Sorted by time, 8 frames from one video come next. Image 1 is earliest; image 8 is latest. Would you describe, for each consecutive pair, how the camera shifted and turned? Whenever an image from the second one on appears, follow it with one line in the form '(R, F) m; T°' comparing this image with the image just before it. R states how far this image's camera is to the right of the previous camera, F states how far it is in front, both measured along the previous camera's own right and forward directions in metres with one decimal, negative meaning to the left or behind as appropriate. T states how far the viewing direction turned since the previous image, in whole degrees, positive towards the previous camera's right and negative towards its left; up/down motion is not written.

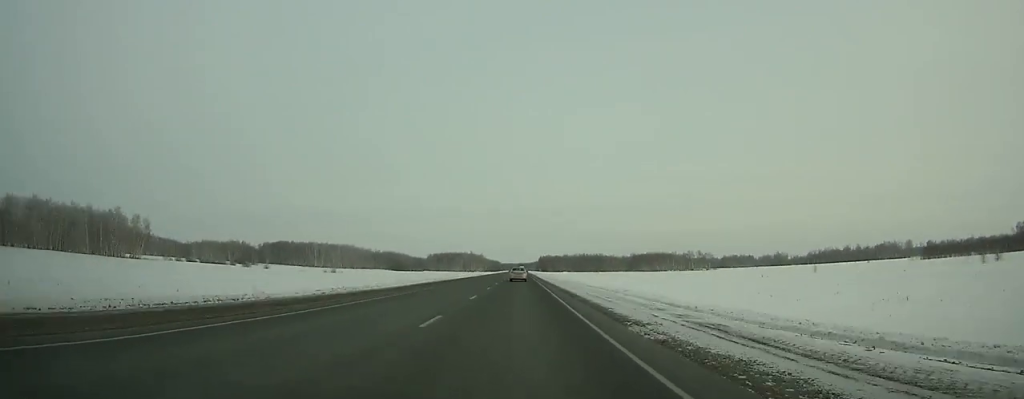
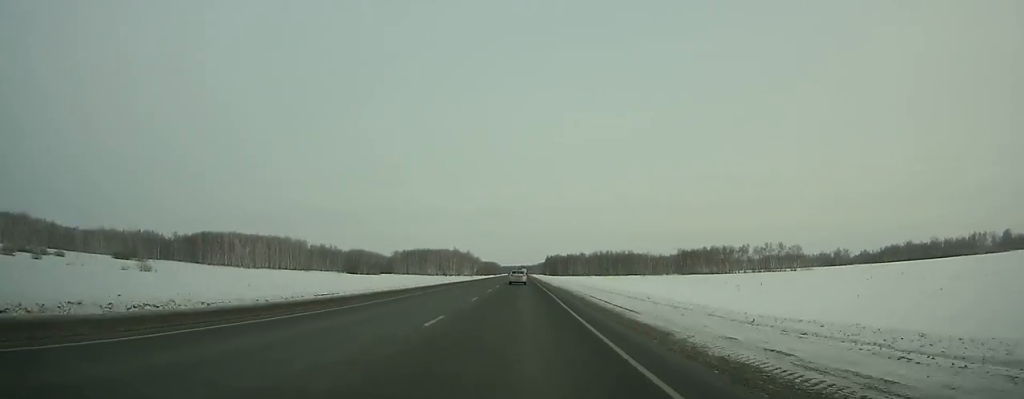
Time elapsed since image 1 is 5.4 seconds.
(-0.4, +155.0) m; 0°
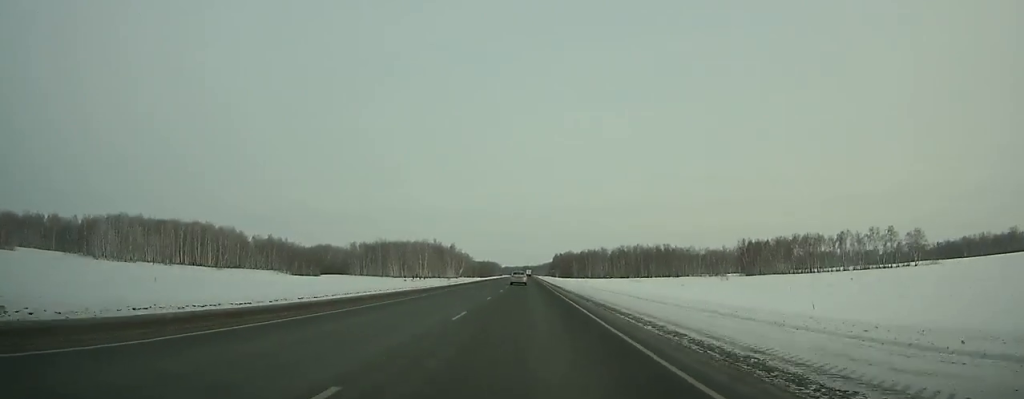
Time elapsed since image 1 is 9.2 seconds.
(0.0, +108.4) m; 0°
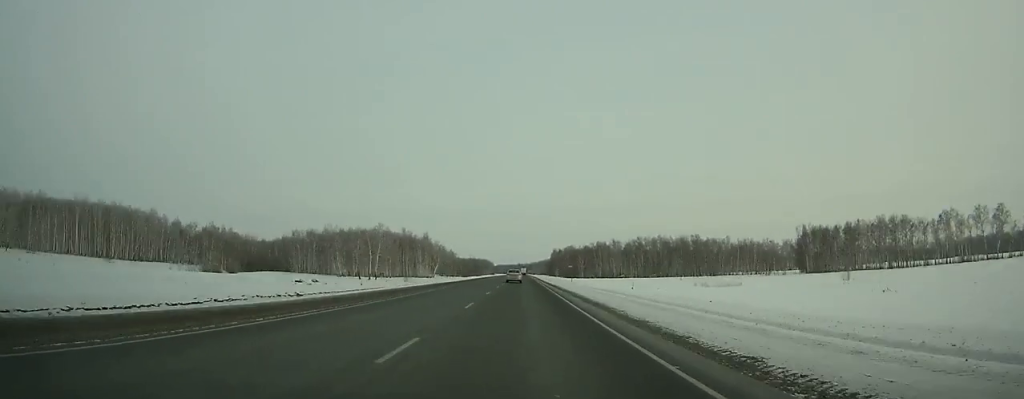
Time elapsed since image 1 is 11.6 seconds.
(0.0, +68.5) m; 0°
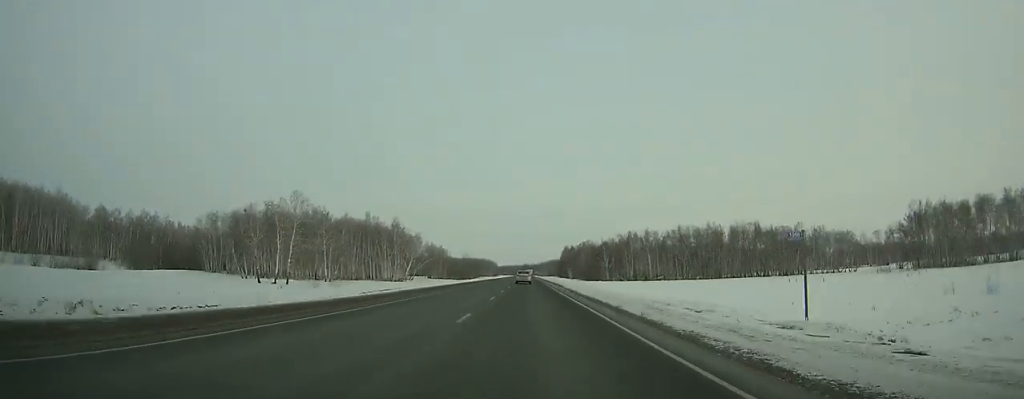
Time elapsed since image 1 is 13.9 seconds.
(-0.1, +65.6) m; 0°
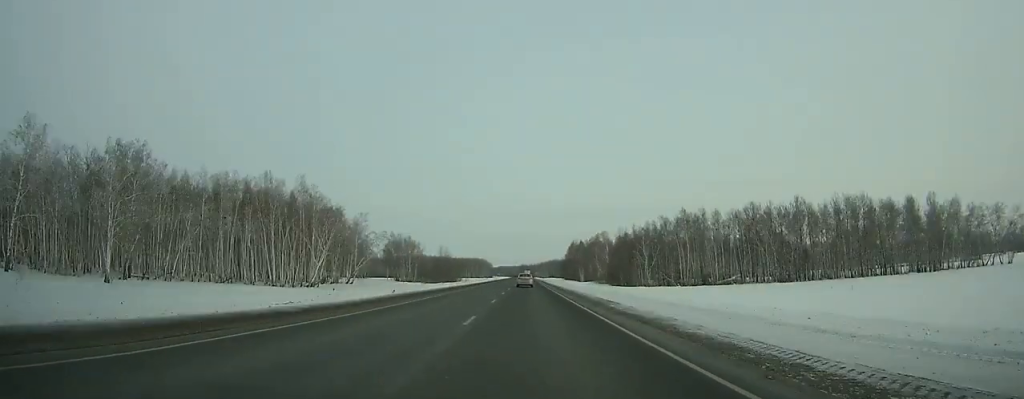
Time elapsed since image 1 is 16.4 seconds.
(+0.2, +71.0) m; 0°
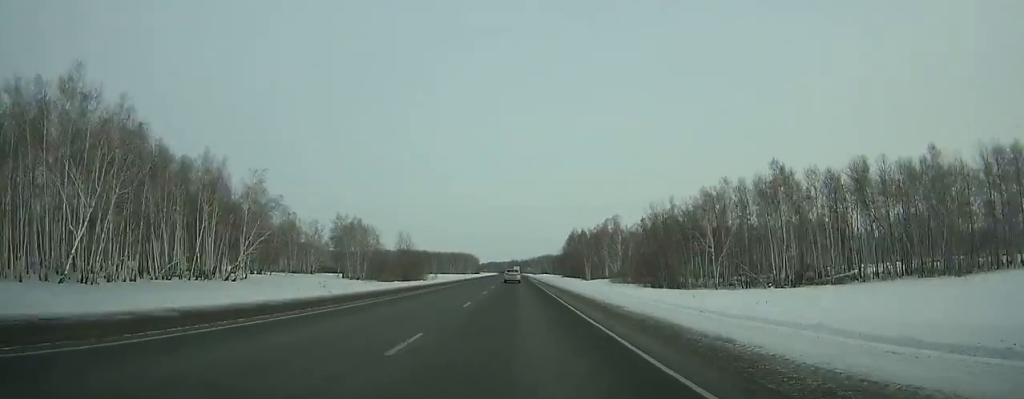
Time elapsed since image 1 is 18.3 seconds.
(+0.1, +53.3) m; 0°
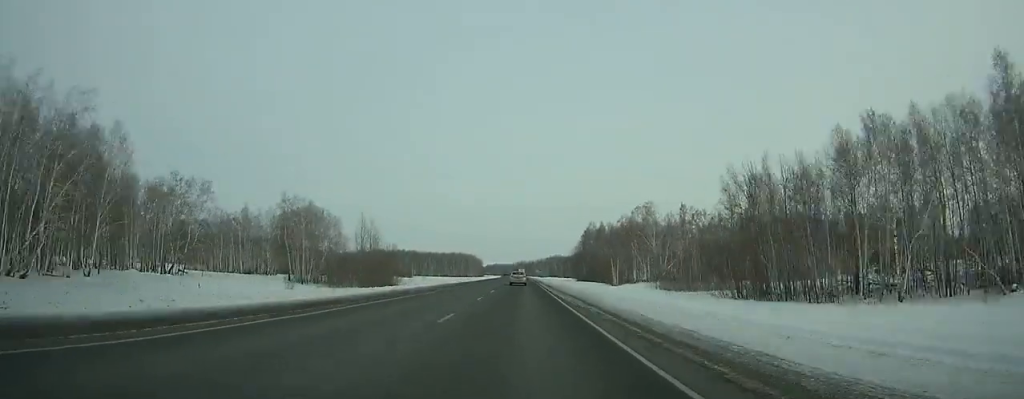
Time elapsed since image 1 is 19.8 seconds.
(+0.1, +42.0) m; 0°
